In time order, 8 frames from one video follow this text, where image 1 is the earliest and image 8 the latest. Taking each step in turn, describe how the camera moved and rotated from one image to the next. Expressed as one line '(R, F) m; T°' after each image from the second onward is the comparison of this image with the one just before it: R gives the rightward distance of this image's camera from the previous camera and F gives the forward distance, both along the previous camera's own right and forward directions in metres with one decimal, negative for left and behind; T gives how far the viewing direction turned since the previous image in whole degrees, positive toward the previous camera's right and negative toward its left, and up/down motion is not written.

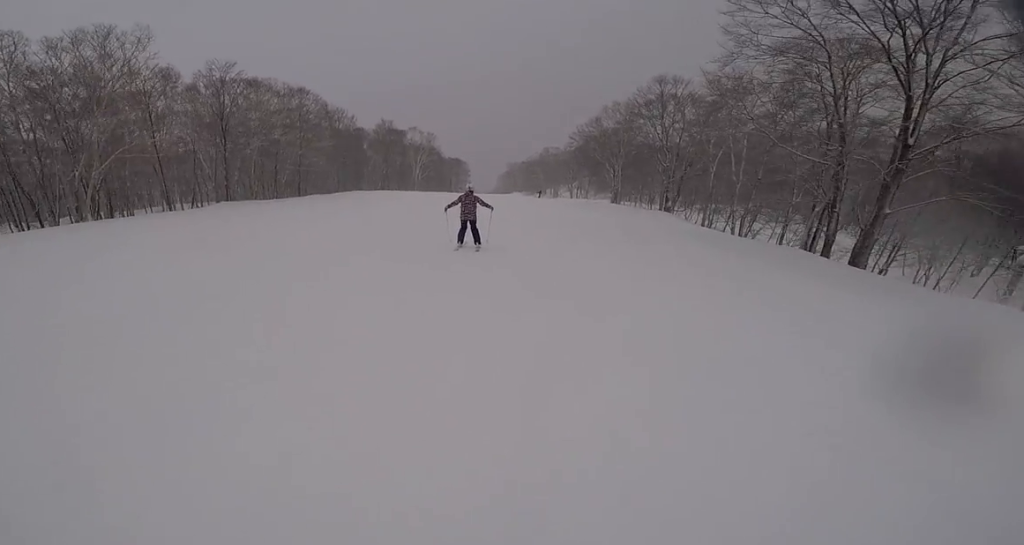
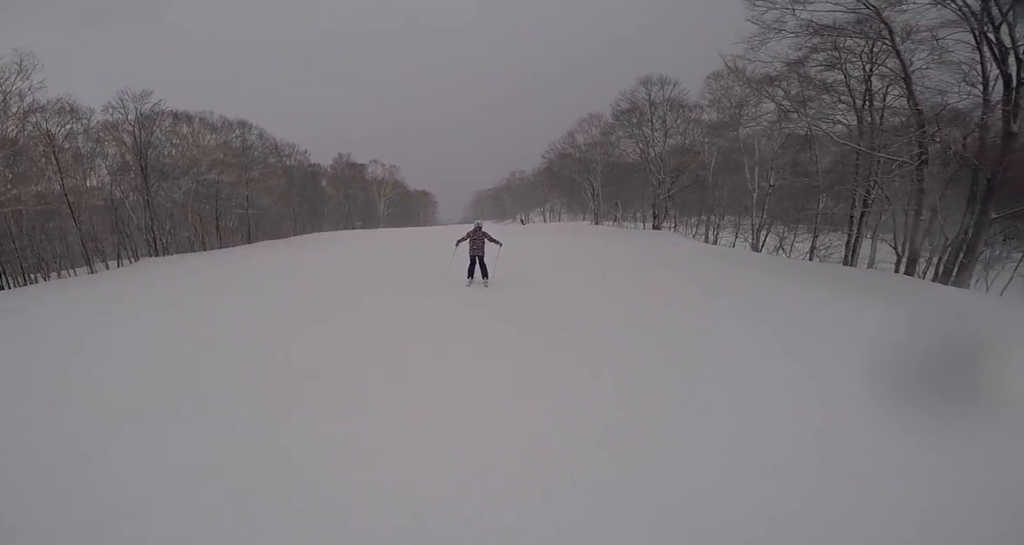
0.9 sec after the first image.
(+0.6, +5.9) m; +6°
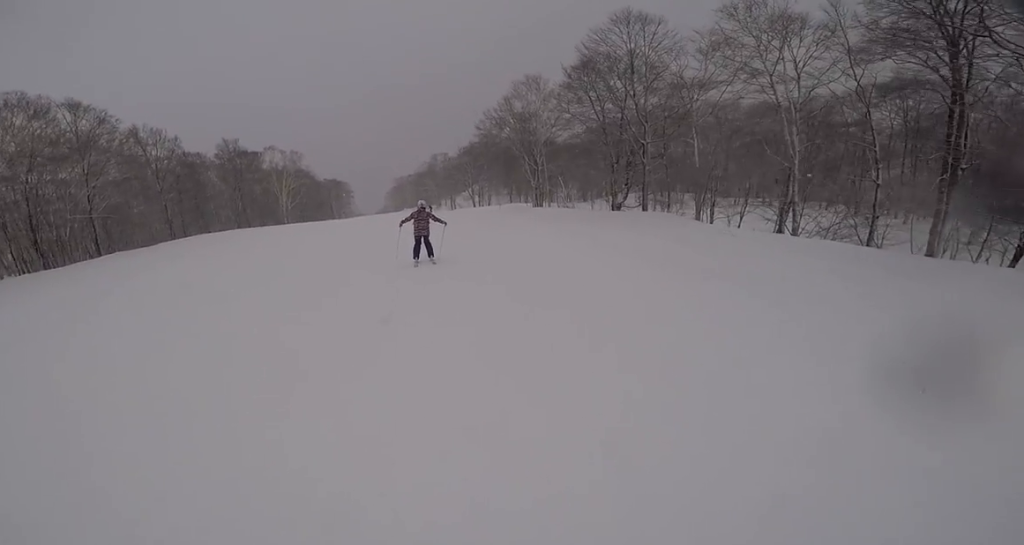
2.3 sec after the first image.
(0.0, +10.1) m; -5°
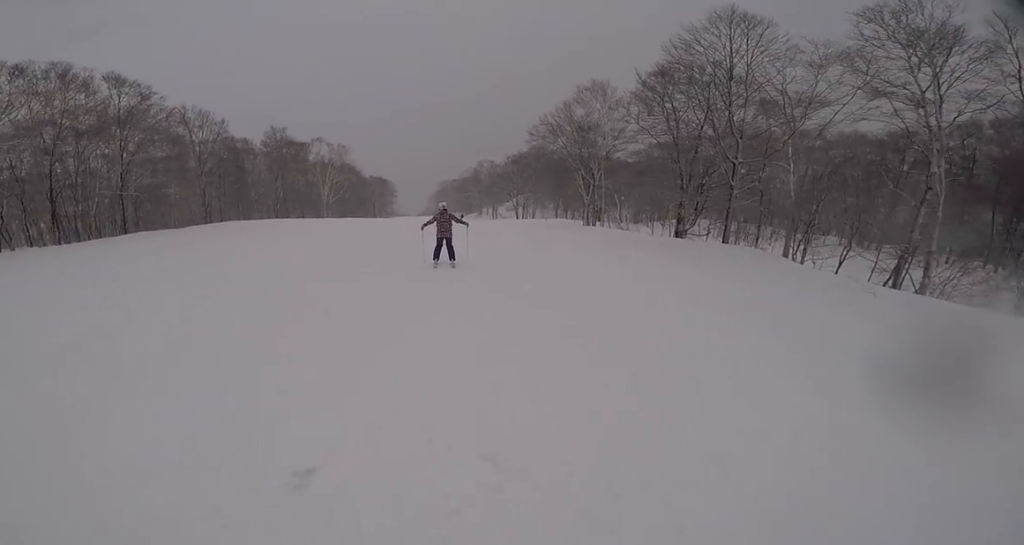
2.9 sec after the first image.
(0.0, +3.7) m; -3°
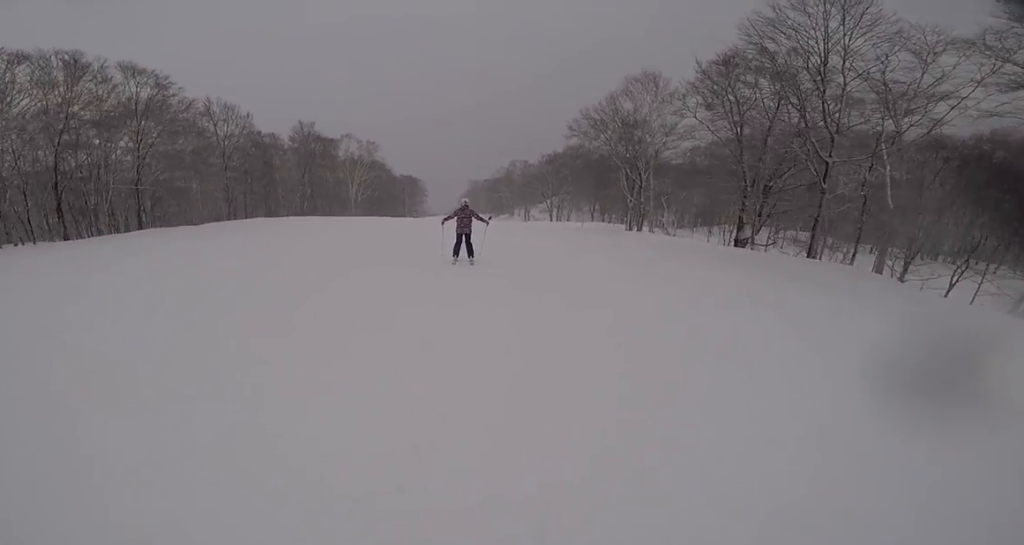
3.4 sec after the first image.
(-0.5, +3.4) m; 0°
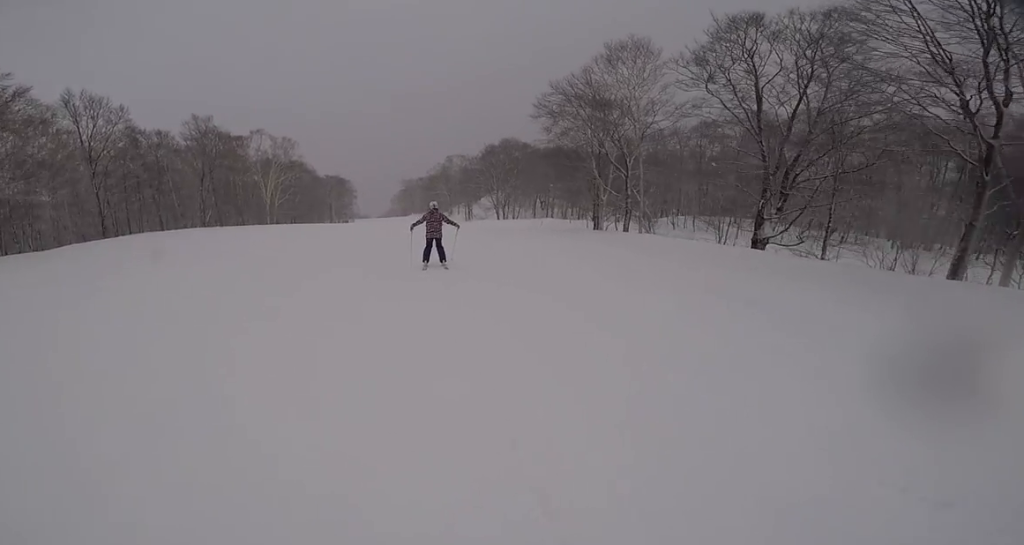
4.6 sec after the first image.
(+0.5, +8.8) m; +8°
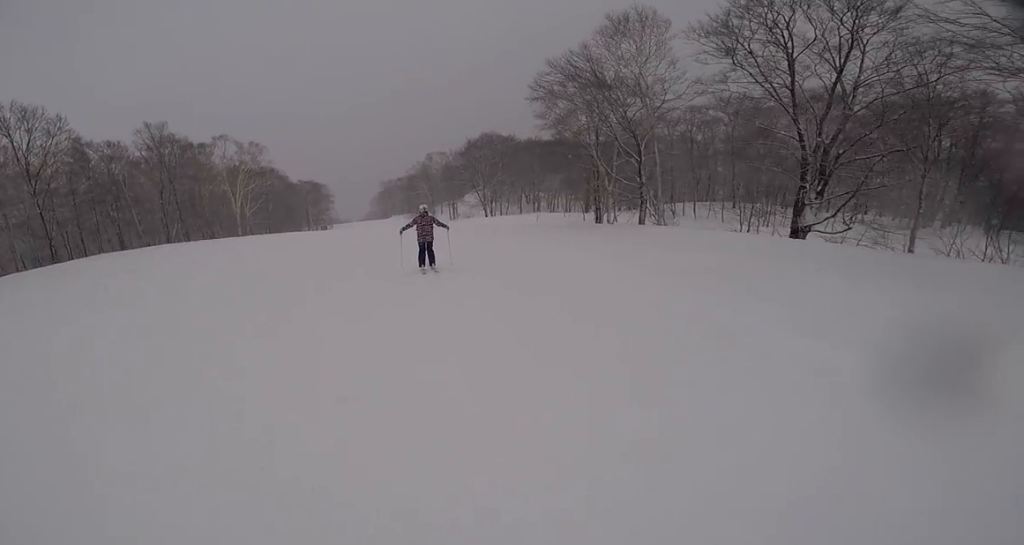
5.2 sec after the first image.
(+0.1, +4.1) m; +1°
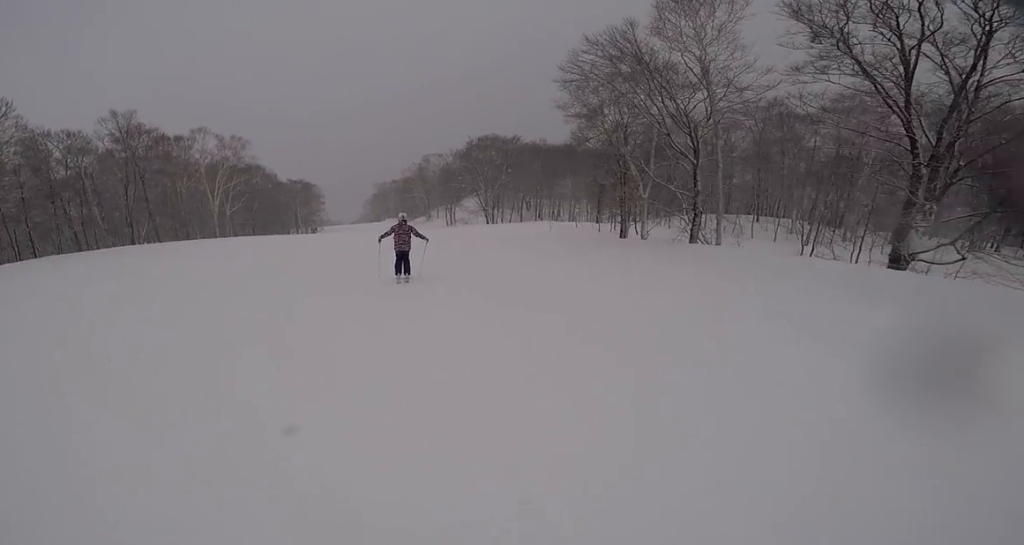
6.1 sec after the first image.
(0.0, +5.6) m; 0°
